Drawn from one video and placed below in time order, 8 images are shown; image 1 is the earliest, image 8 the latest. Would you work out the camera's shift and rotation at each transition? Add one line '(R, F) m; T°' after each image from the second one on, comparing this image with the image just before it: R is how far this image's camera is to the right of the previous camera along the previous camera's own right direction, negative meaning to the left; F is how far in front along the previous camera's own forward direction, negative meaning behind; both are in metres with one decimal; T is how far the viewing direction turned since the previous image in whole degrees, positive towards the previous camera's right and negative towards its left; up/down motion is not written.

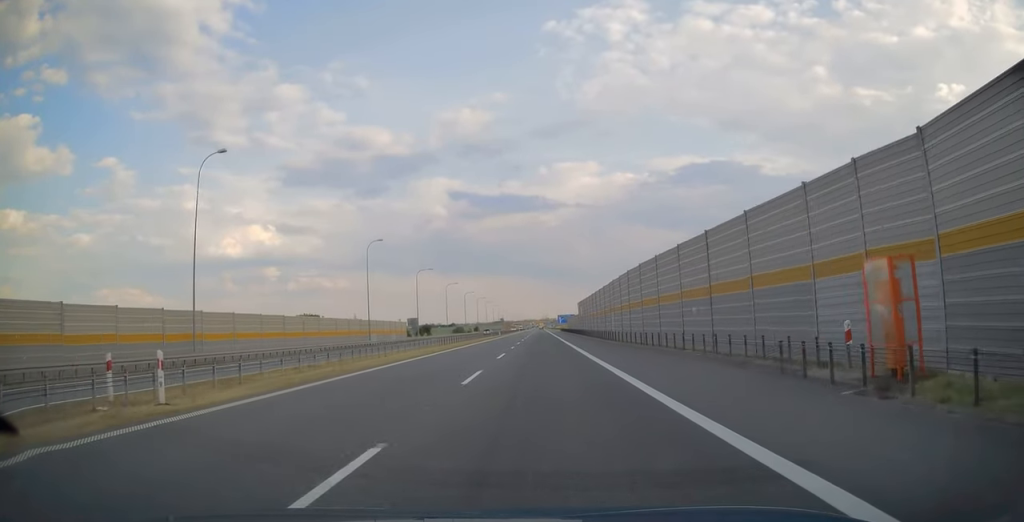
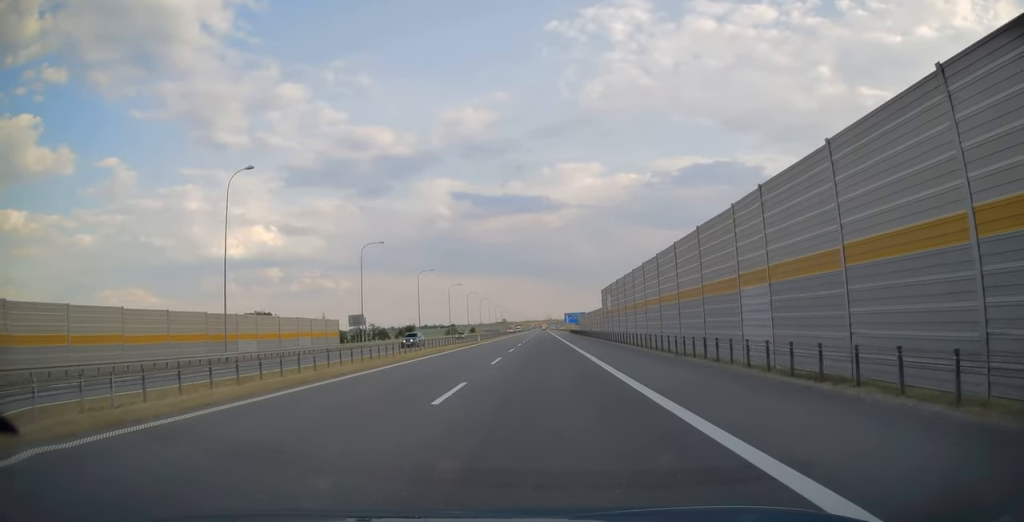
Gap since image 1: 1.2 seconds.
(0.0, +39.5) m; 0°
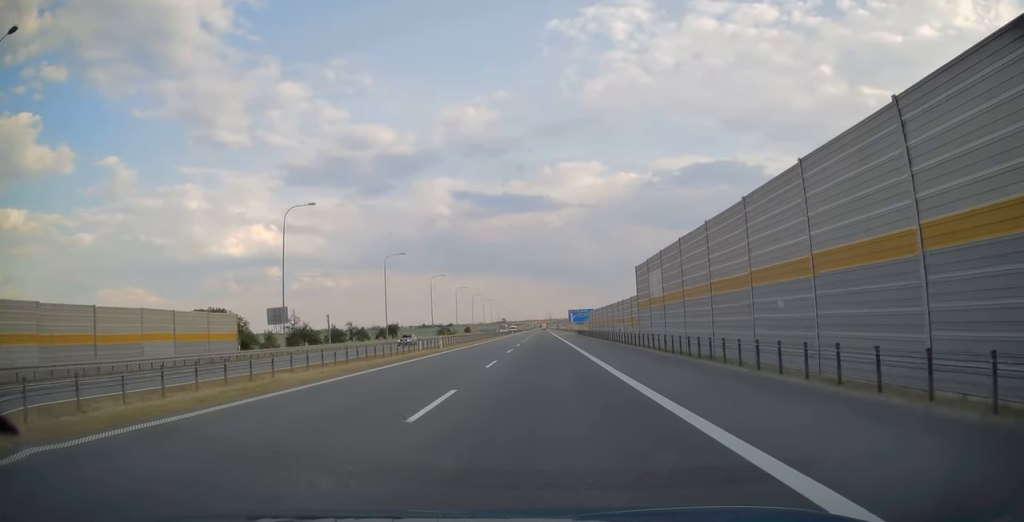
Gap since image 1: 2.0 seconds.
(0.0, +26.2) m; 0°
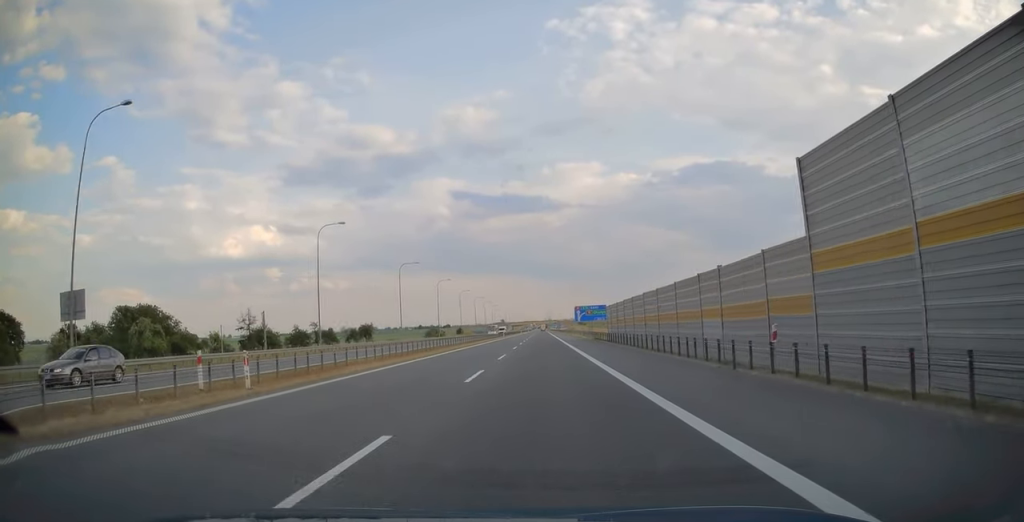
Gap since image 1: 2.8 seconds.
(0.0, +29.4) m; 0°
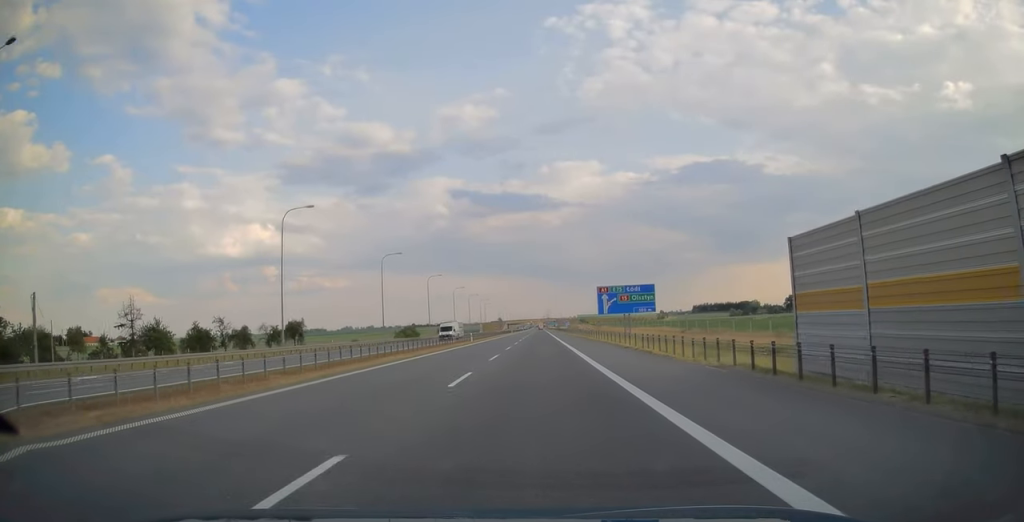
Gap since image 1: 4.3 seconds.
(0.0, +49.5) m; 0°
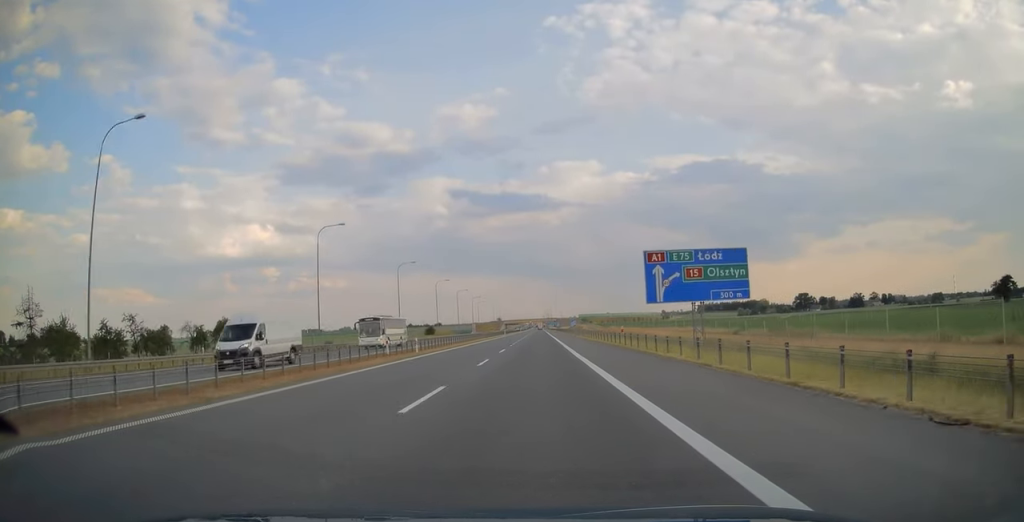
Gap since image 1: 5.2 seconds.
(0.0, +28.4) m; 0°
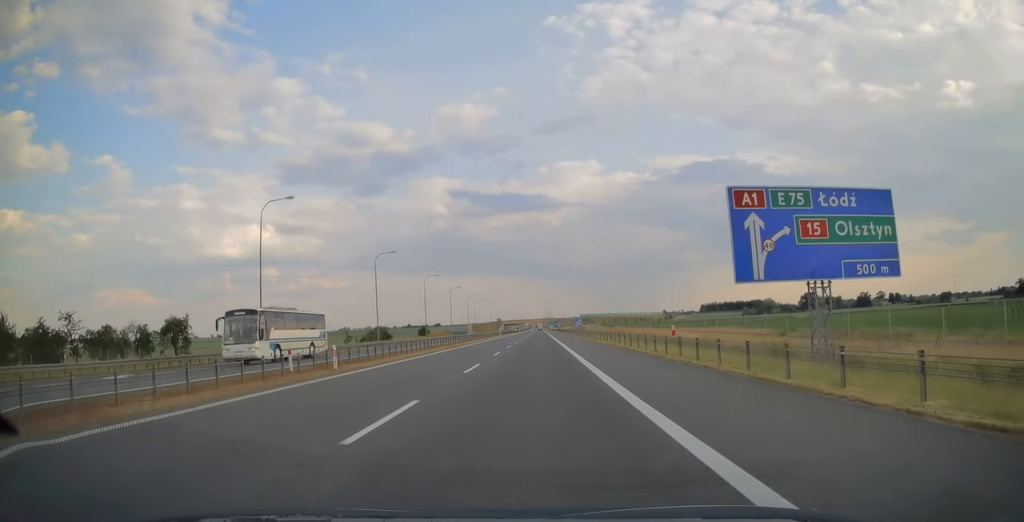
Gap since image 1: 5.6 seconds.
(0.0, +15.1) m; 0°
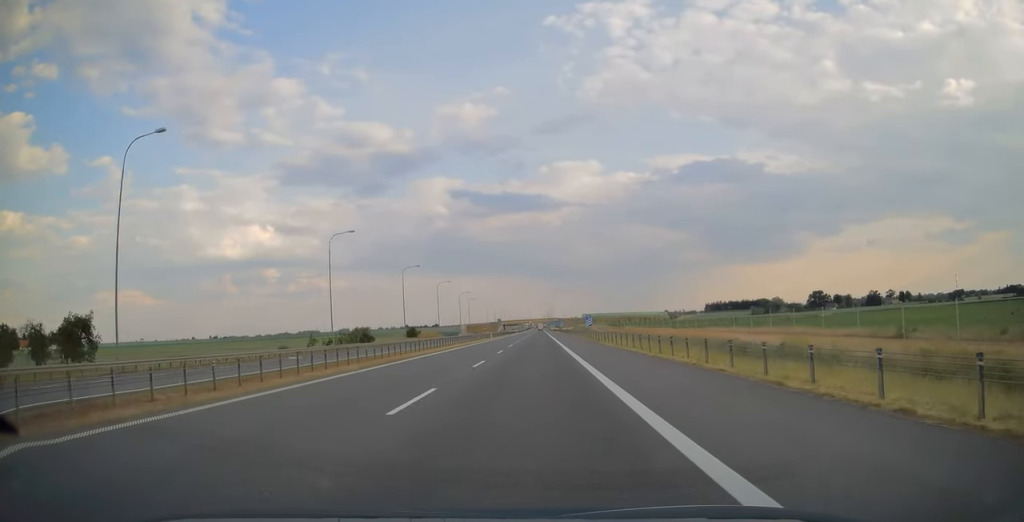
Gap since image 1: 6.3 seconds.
(0.0, +21.2) m; 0°
